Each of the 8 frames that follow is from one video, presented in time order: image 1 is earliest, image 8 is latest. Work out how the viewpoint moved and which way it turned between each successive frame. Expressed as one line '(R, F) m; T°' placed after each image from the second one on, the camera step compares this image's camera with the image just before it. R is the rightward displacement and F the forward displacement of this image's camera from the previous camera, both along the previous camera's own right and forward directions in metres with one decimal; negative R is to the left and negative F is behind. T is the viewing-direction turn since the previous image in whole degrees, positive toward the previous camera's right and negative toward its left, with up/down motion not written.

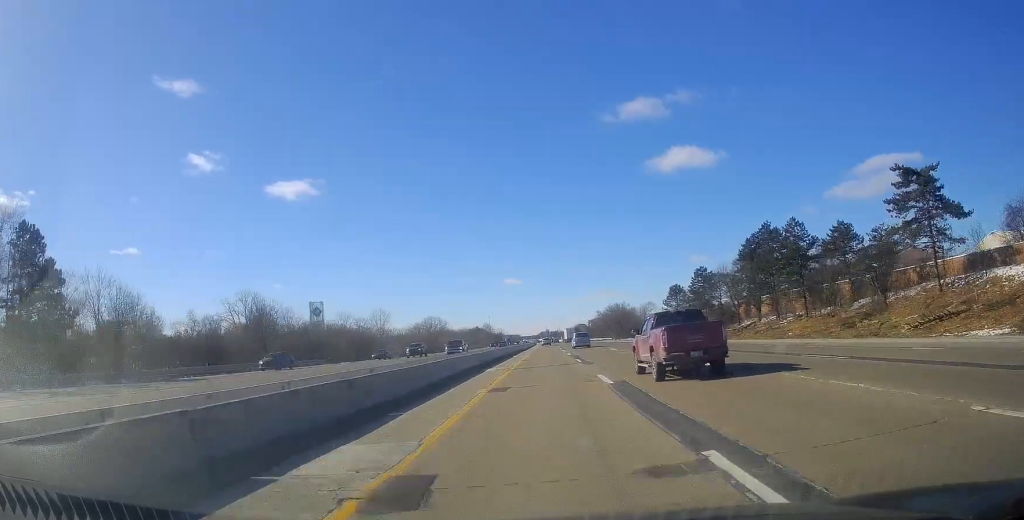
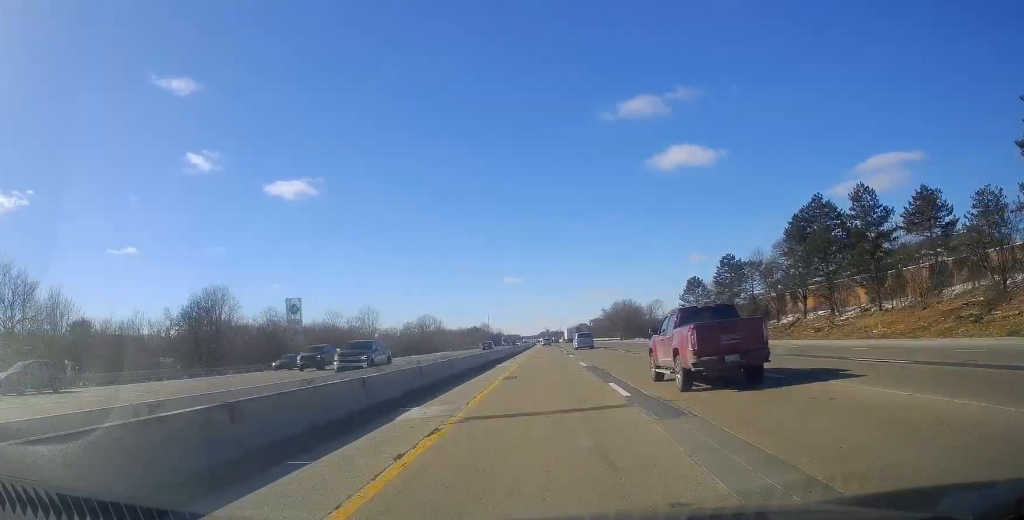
(0.0, +19.2) m; 0°
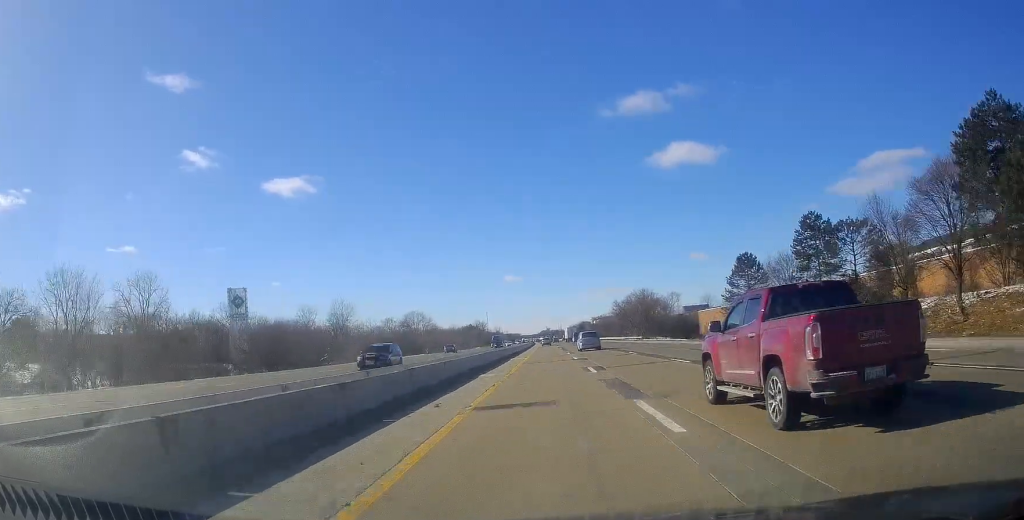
(0.0, +35.6) m; 0°
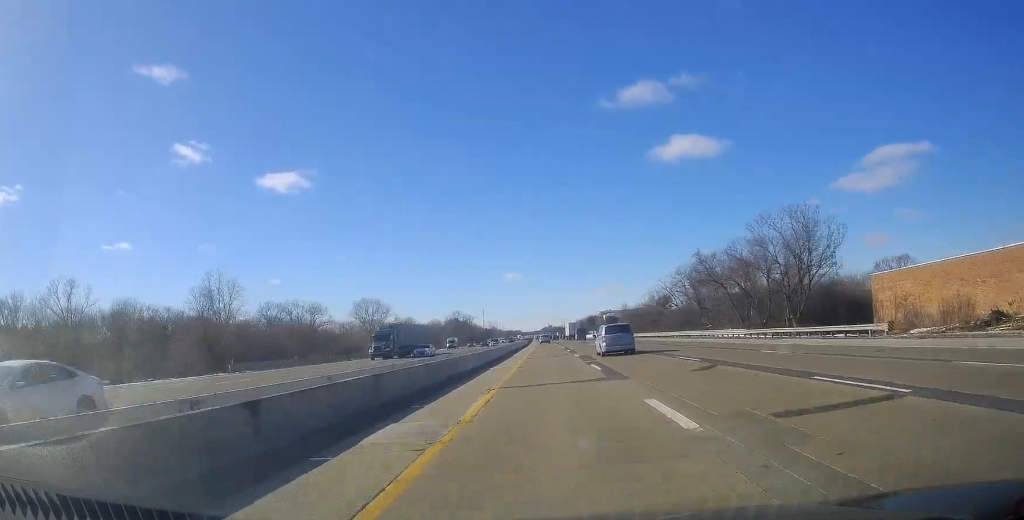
(-0.4, +92.3) m; -1°
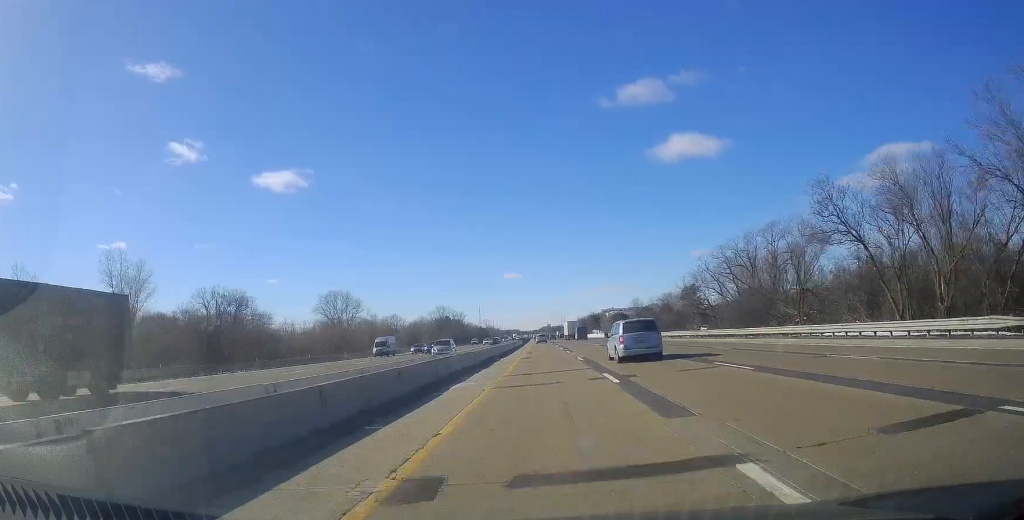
(-0.2, +37.4) m; 0°
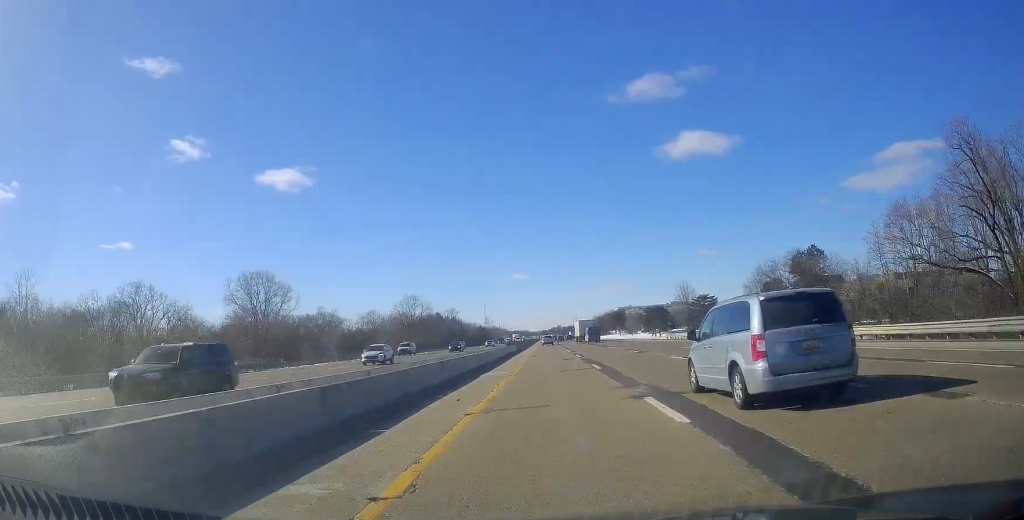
(-0.2, +67.7) m; -1°
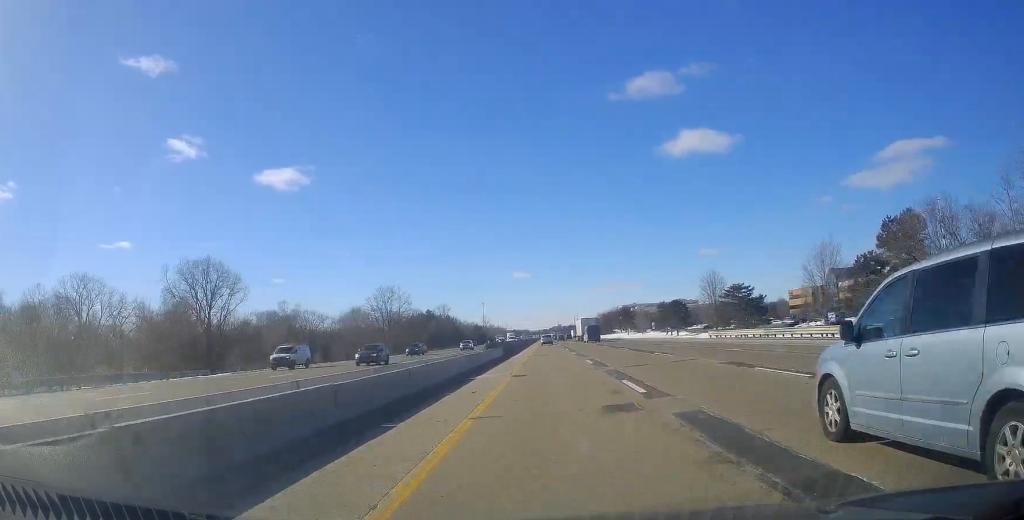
(0.0, +26.3) m; 0°
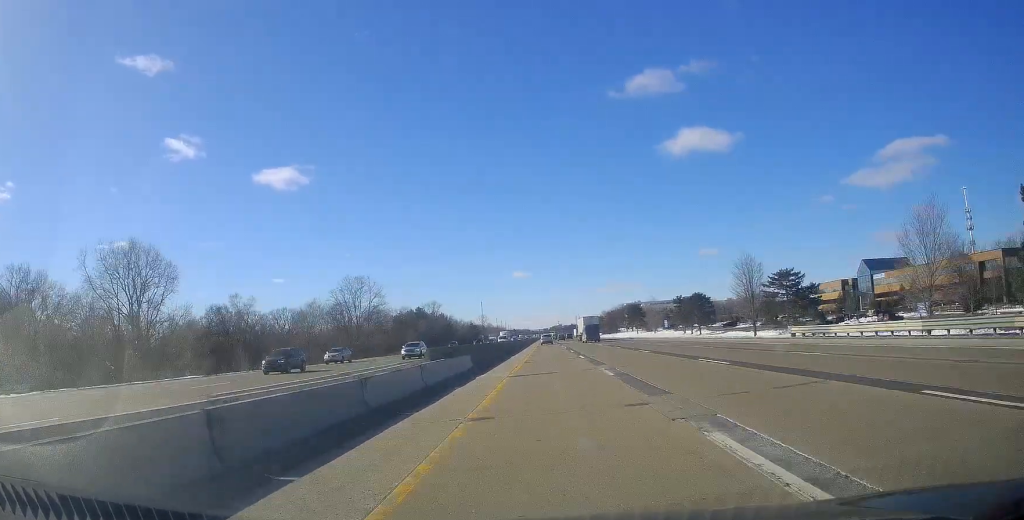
(0.0, +24.9) m; 0°
